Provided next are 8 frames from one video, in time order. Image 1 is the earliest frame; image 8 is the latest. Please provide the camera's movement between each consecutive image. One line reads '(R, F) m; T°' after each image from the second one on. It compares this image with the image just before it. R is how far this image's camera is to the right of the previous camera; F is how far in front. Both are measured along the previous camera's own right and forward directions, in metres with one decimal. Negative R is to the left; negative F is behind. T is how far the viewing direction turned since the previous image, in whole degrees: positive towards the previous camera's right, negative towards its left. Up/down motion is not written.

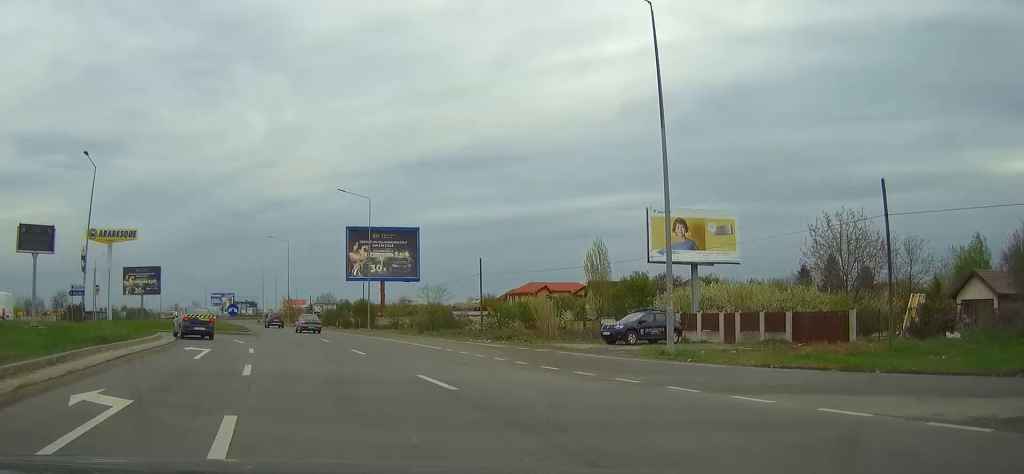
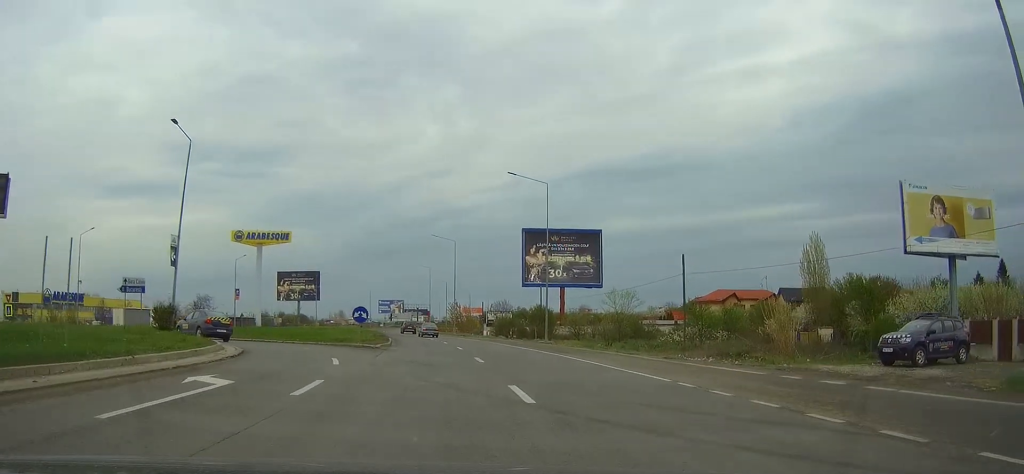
(-2.5, +11.3) m; -17°
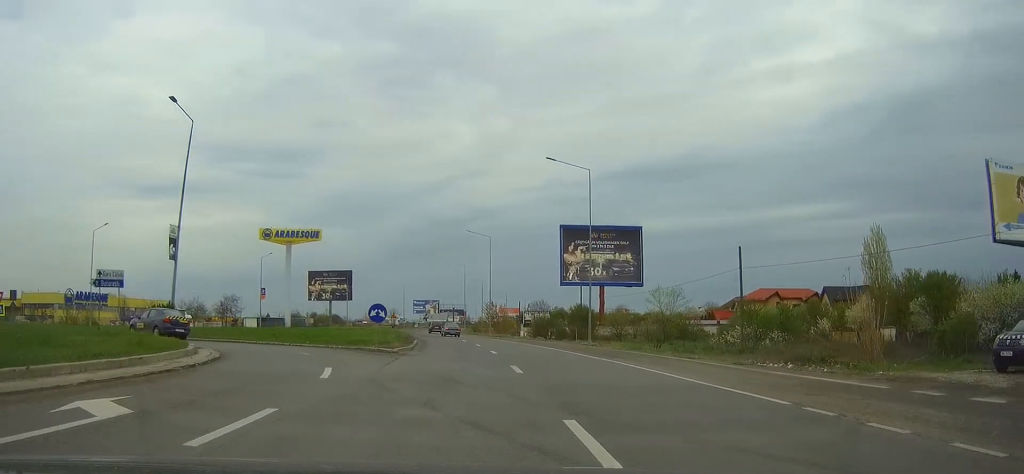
(-0.2, +4.6) m; -3°
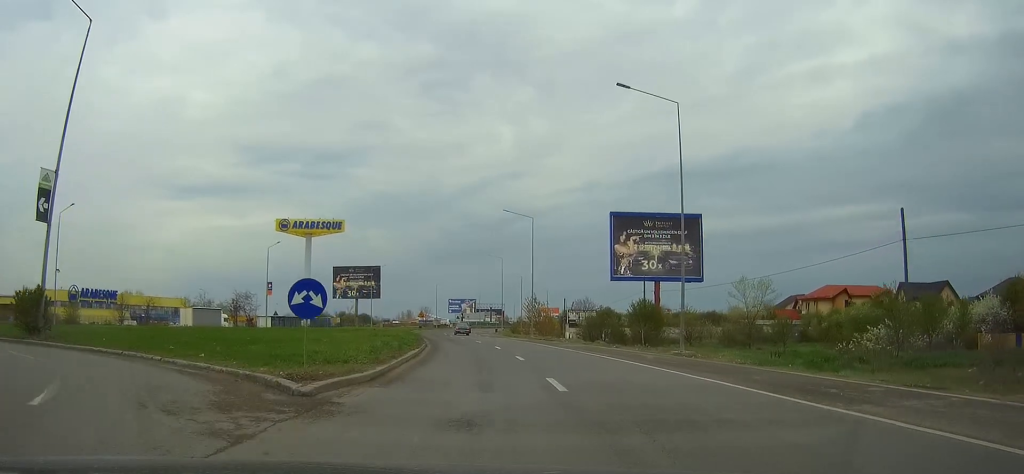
(-0.7, +15.4) m; -6°
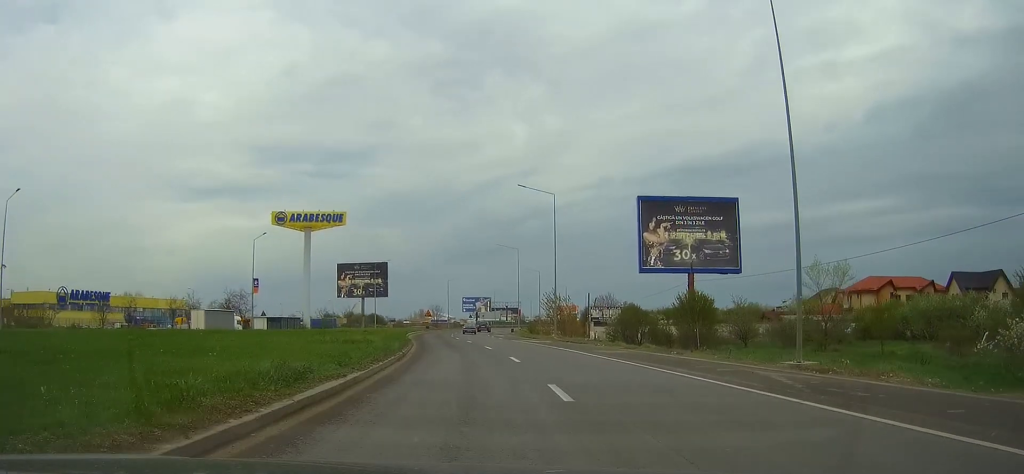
(-0.5, +12.6) m; -4°
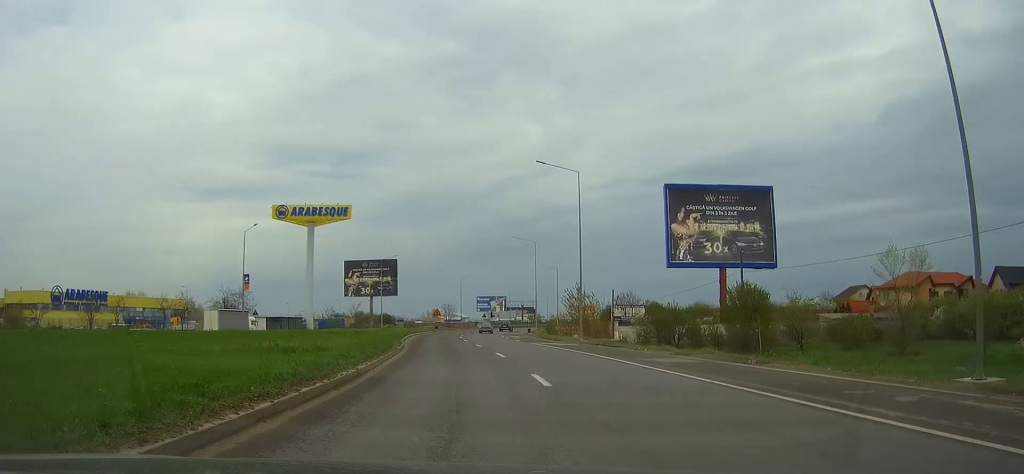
(-0.1, +9.1) m; -2°
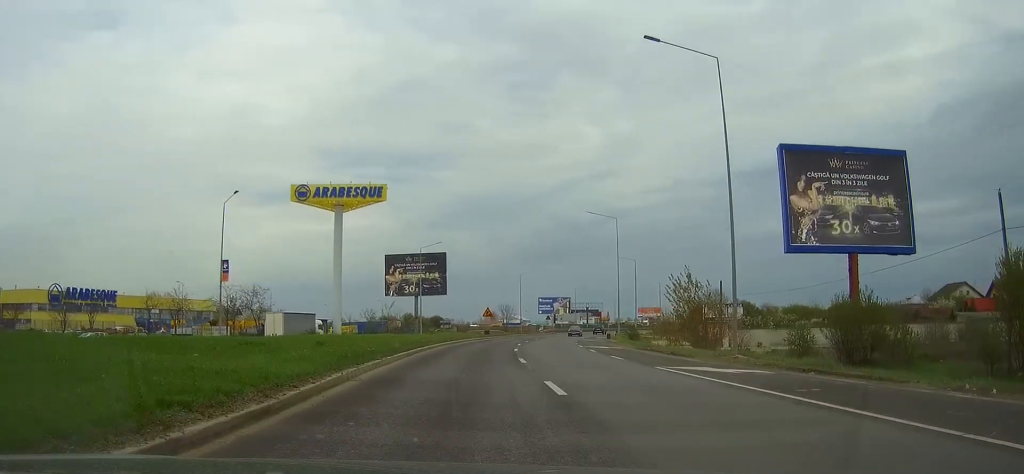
(-0.9, +24.3) m; -3°
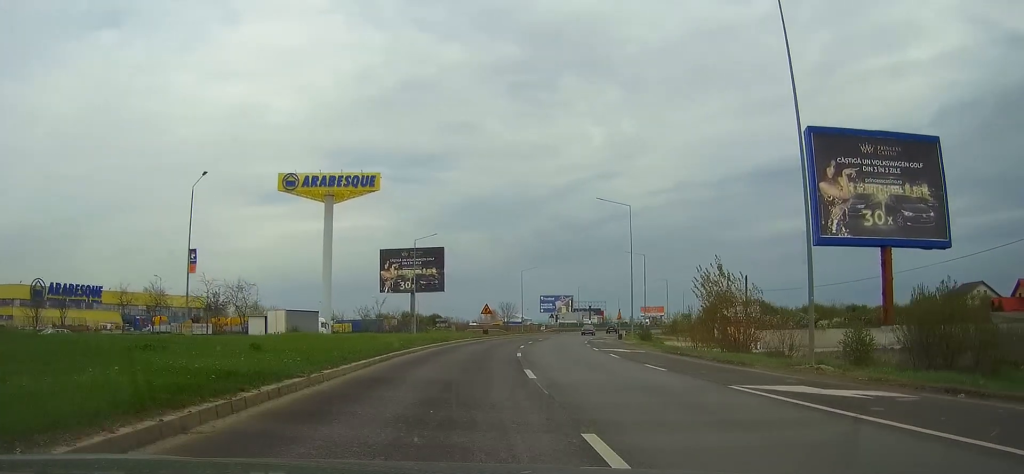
(0.0, +7.3) m; 0°
